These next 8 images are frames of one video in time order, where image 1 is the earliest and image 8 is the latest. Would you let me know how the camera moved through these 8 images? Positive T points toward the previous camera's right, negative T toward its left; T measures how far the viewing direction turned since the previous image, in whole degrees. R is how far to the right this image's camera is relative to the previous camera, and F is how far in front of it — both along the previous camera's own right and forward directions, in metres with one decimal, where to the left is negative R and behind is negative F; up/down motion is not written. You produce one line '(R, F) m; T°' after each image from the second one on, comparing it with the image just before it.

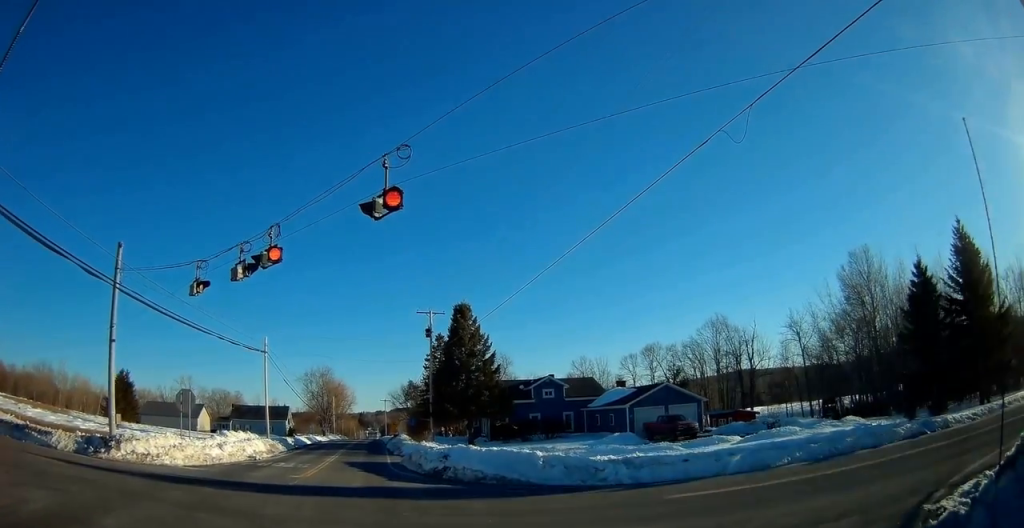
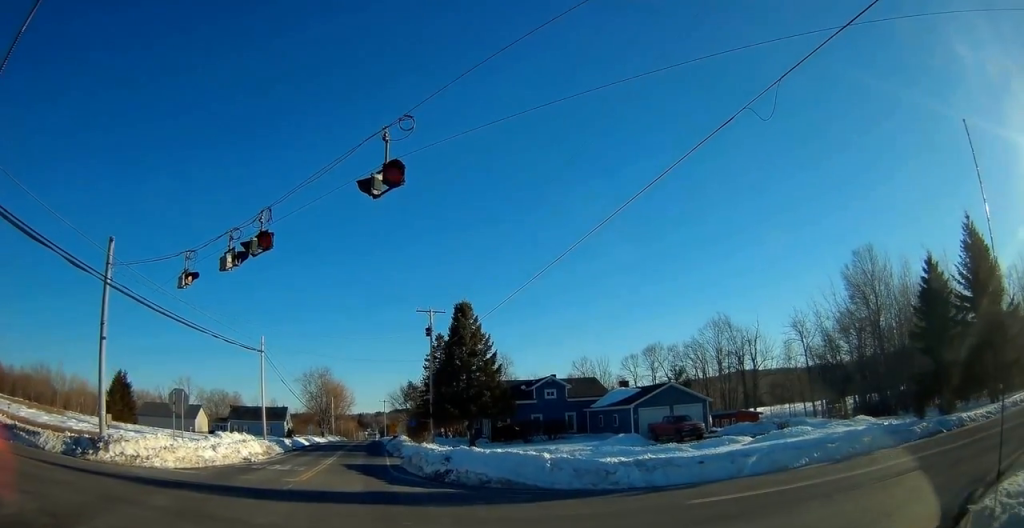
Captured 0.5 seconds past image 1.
(+0.1, +0.3) m; 0°
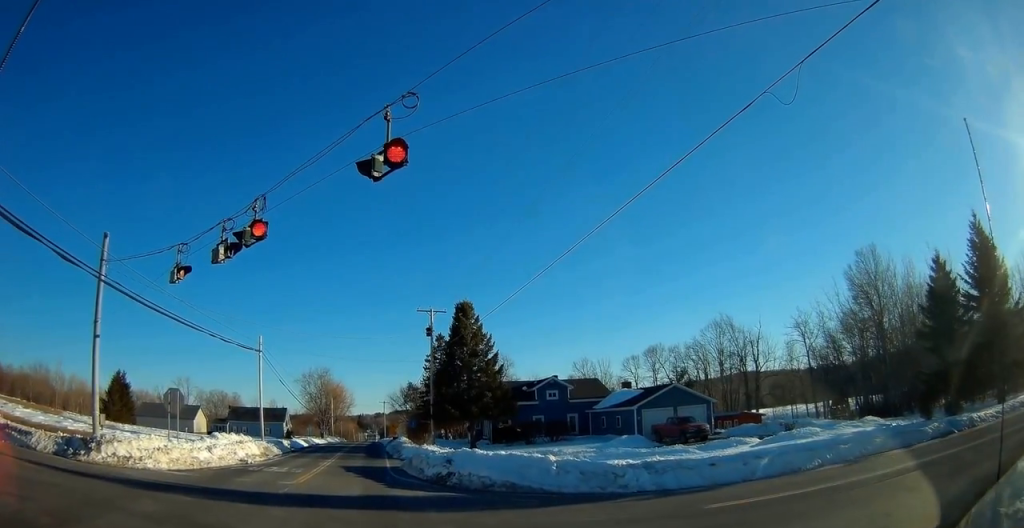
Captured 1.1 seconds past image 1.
(-0.2, +0.4) m; 0°
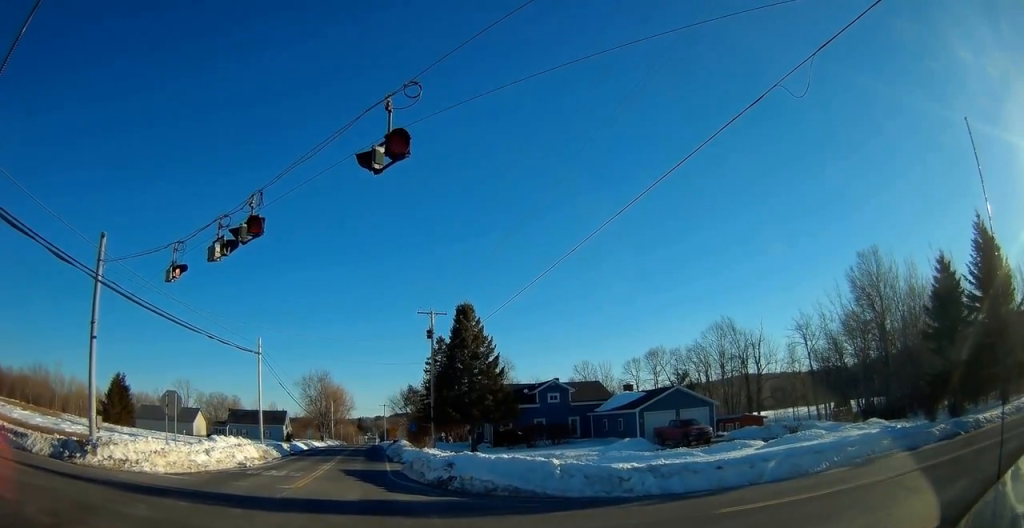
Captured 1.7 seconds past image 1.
(-0.2, +0.7) m; -1°
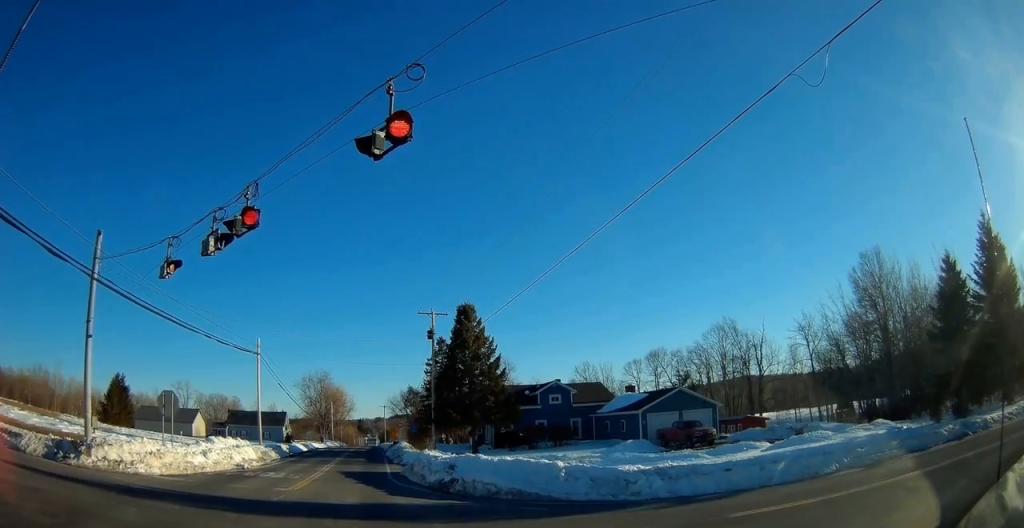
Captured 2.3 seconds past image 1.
(-0.1, +1.1) m; -2°
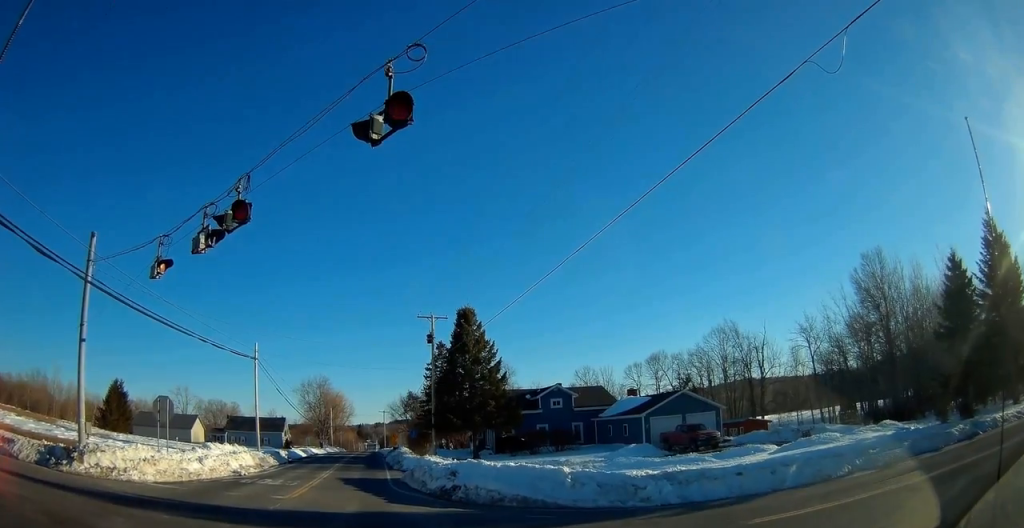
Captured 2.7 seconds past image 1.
(0.0, +1.3) m; 0°
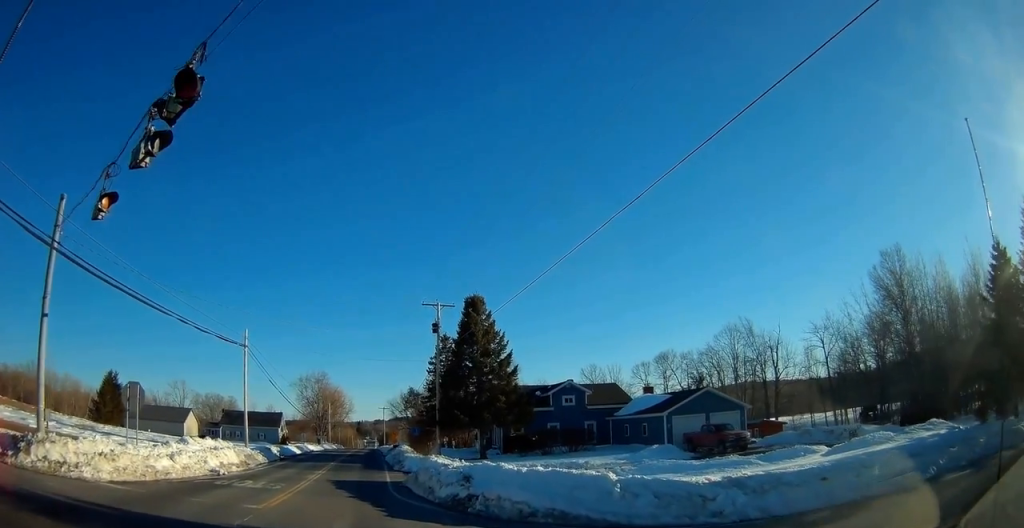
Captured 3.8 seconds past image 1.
(0.0, +3.6) m; +1°
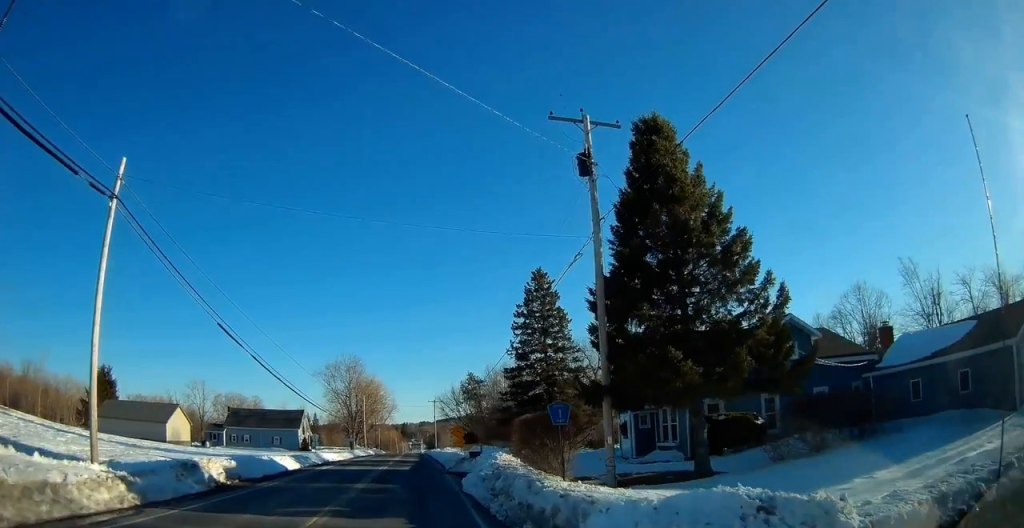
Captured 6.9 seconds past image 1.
(-1.3, +26.8) m; -3°
